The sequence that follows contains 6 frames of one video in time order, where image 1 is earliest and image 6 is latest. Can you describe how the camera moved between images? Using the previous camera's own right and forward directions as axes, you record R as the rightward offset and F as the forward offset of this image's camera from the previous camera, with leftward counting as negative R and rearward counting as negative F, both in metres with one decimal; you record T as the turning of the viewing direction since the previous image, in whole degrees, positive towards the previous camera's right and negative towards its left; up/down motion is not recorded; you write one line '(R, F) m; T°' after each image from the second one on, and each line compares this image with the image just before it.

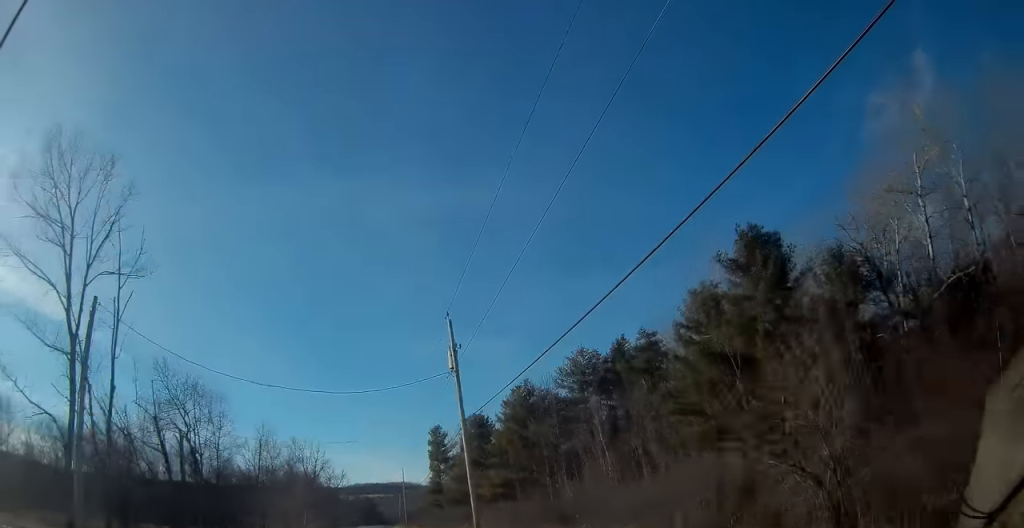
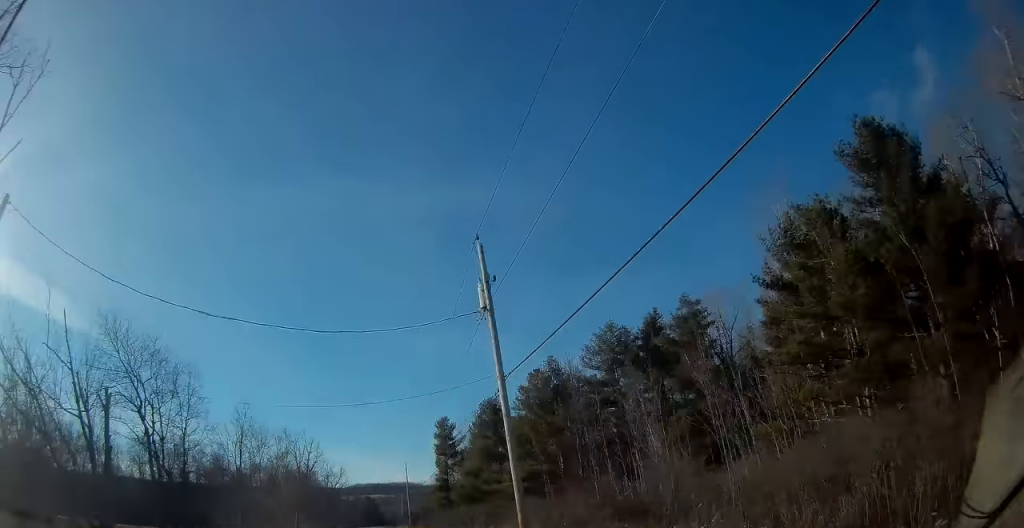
(+0.1, +7.5) m; 0°
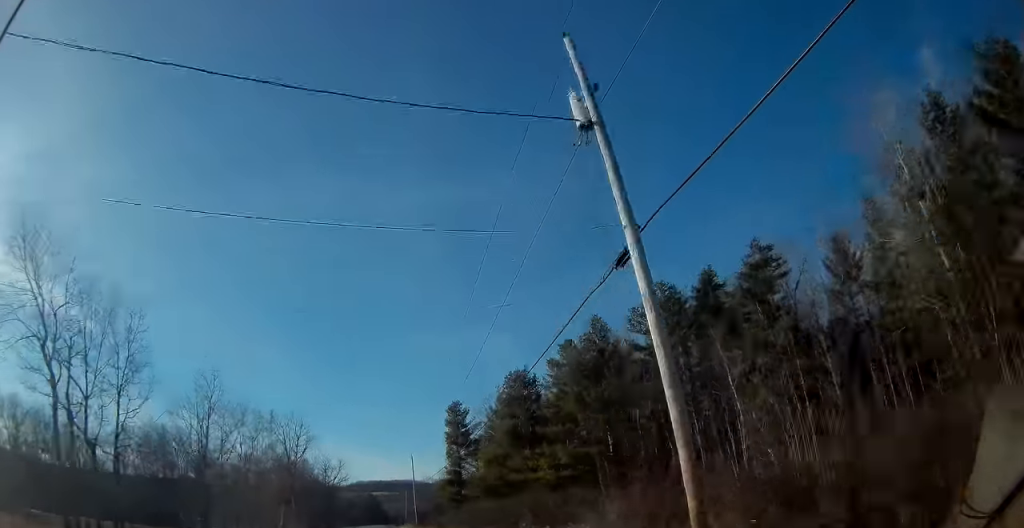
(-0.1, +9.3) m; 0°
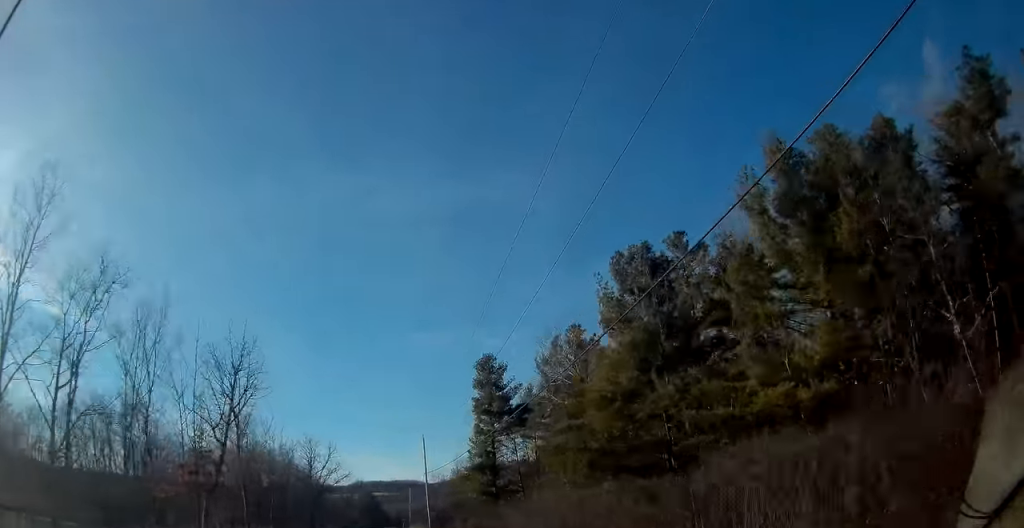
(-0.2, +20.5) m; +1°
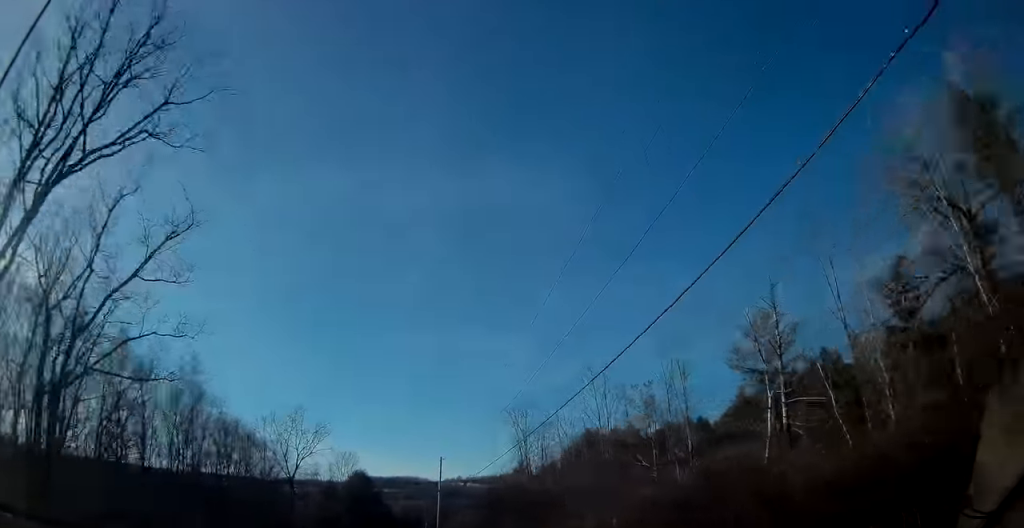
(+0.6, +65.3) m; +1°
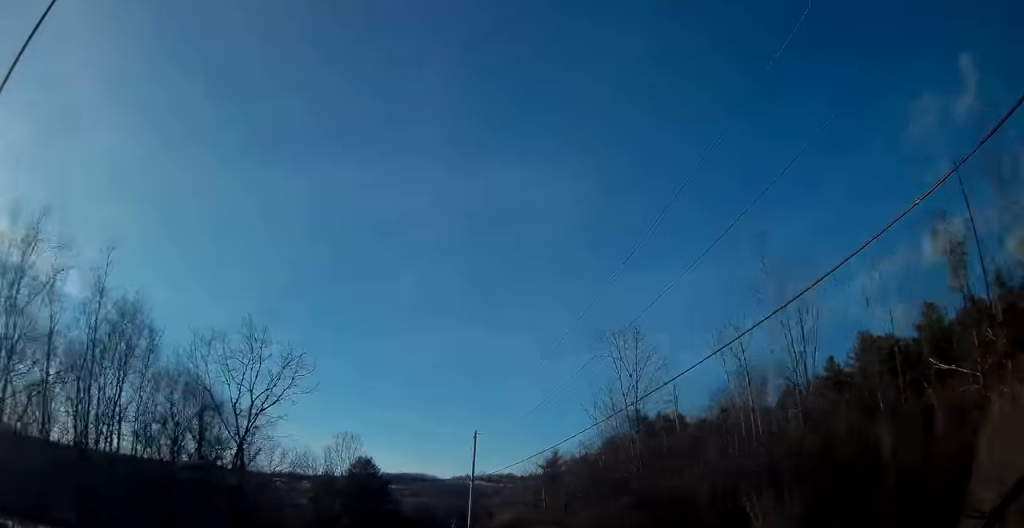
(-0.4, +18.5) m; -2°
